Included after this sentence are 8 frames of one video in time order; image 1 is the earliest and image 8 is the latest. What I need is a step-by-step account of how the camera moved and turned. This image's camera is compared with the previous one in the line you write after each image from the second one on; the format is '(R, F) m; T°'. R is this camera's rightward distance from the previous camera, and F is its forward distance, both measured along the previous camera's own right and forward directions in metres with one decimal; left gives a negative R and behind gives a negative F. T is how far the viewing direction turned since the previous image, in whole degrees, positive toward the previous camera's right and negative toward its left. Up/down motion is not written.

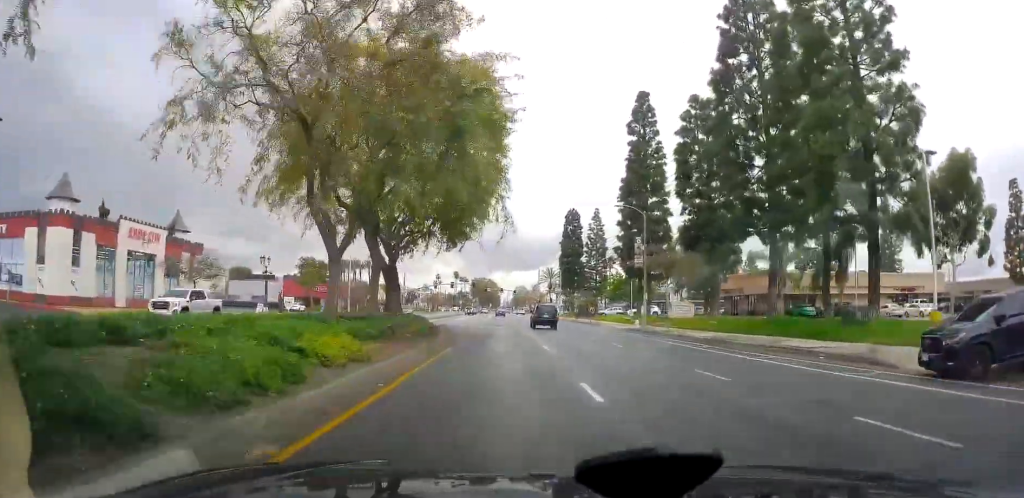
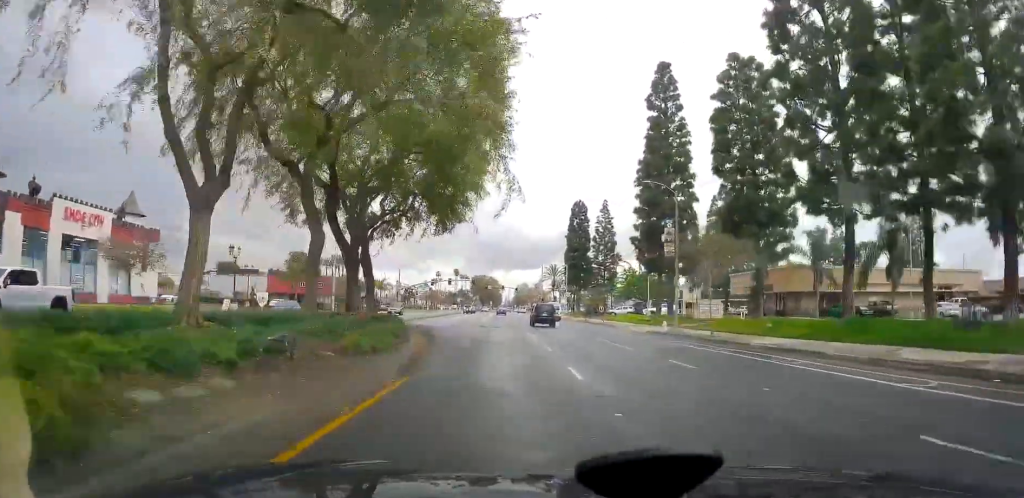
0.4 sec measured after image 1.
(0.0, +8.3) m; -1°
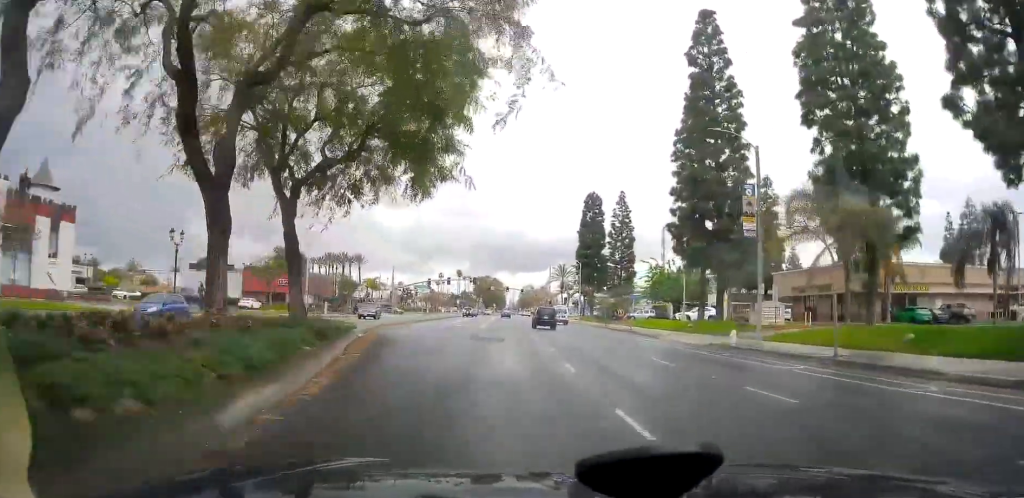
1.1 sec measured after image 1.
(-0.1, +12.1) m; 0°
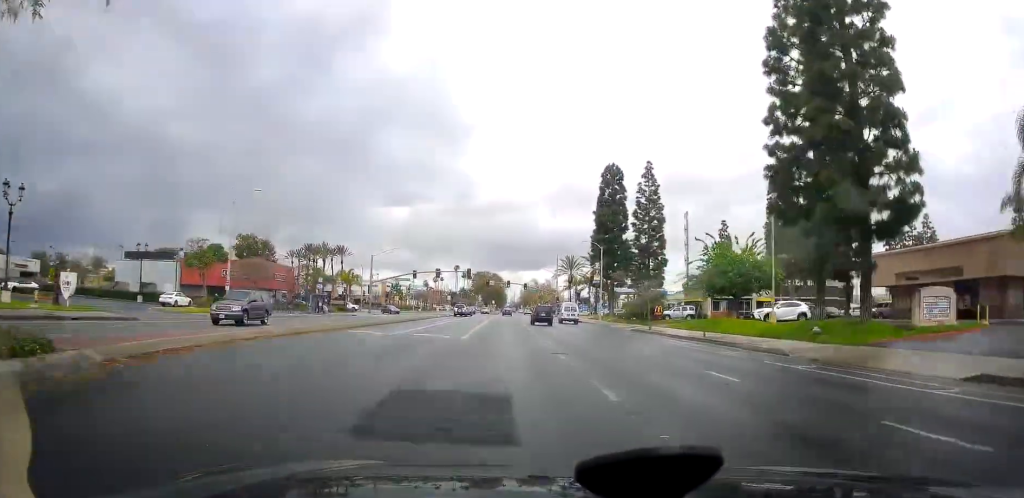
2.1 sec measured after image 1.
(-0.2, +19.0) m; 0°
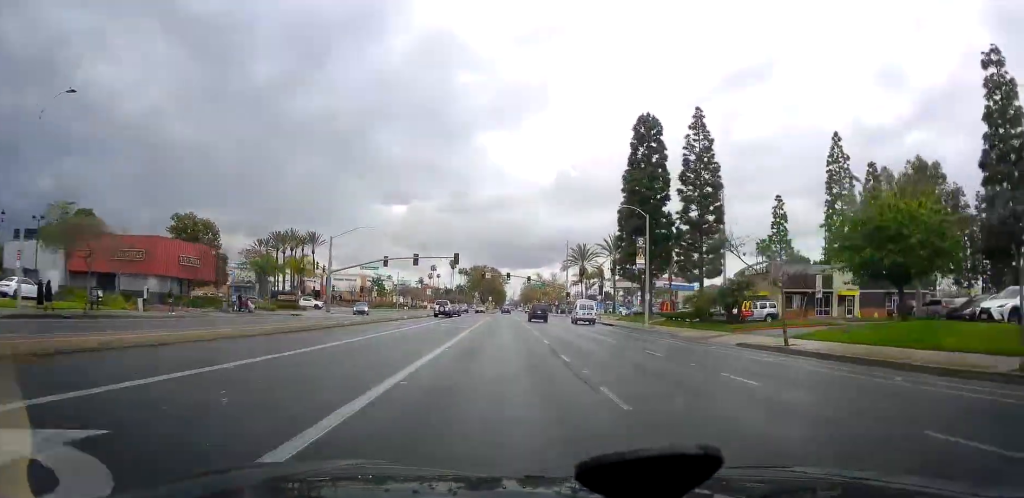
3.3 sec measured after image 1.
(+0.4, +22.7) m; +1°
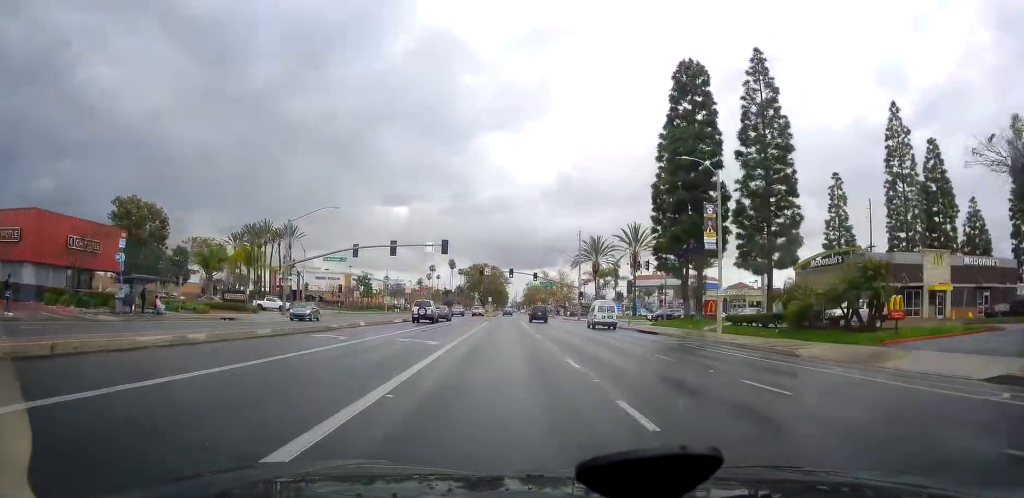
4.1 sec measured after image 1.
(0.0, +15.8) m; 0°
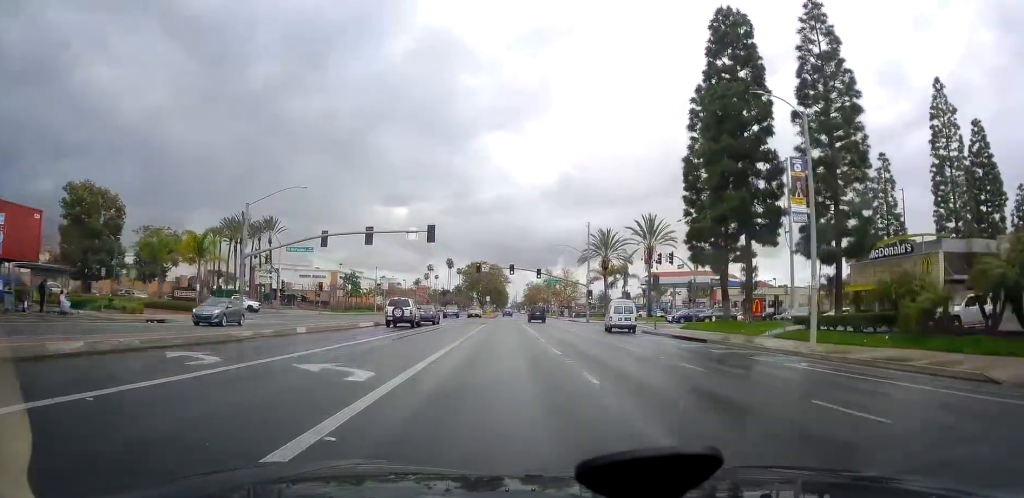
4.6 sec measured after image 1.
(0.0, +10.1) m; 0°
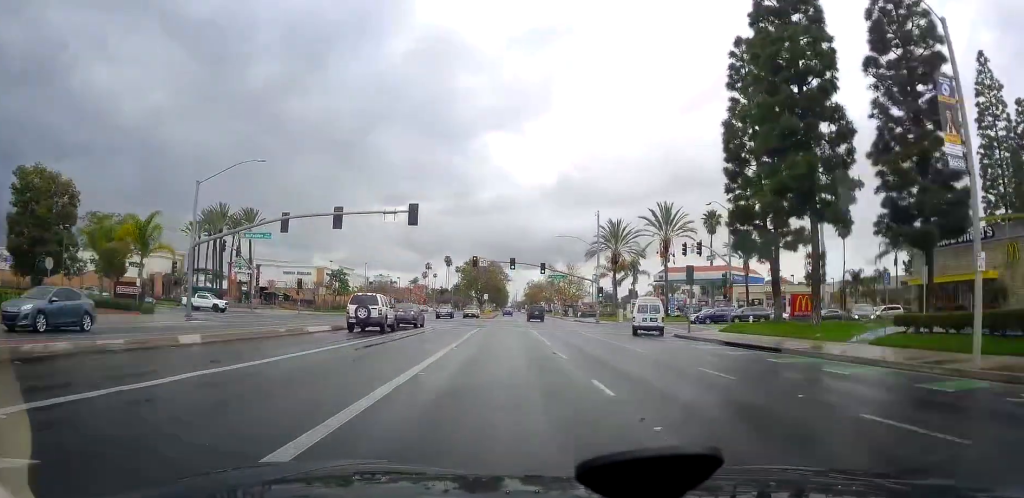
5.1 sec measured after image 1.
(0.0, +8.8) m; 0°
